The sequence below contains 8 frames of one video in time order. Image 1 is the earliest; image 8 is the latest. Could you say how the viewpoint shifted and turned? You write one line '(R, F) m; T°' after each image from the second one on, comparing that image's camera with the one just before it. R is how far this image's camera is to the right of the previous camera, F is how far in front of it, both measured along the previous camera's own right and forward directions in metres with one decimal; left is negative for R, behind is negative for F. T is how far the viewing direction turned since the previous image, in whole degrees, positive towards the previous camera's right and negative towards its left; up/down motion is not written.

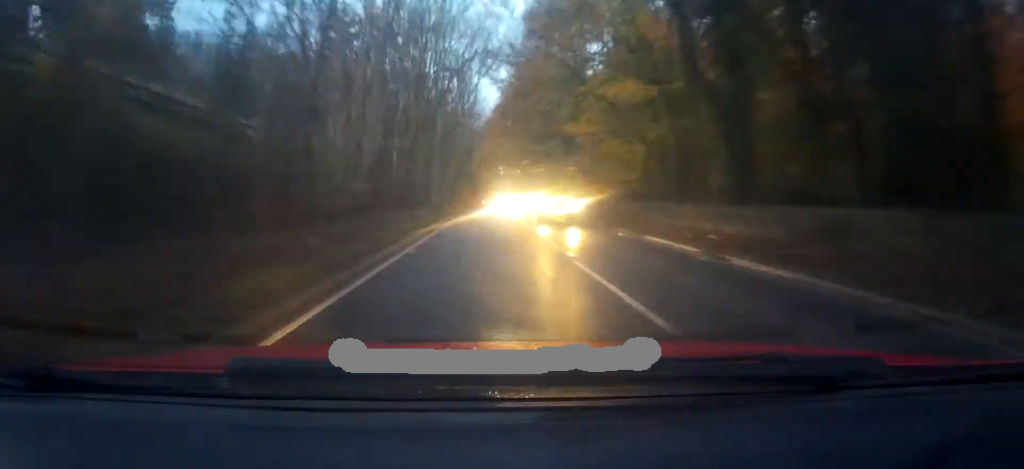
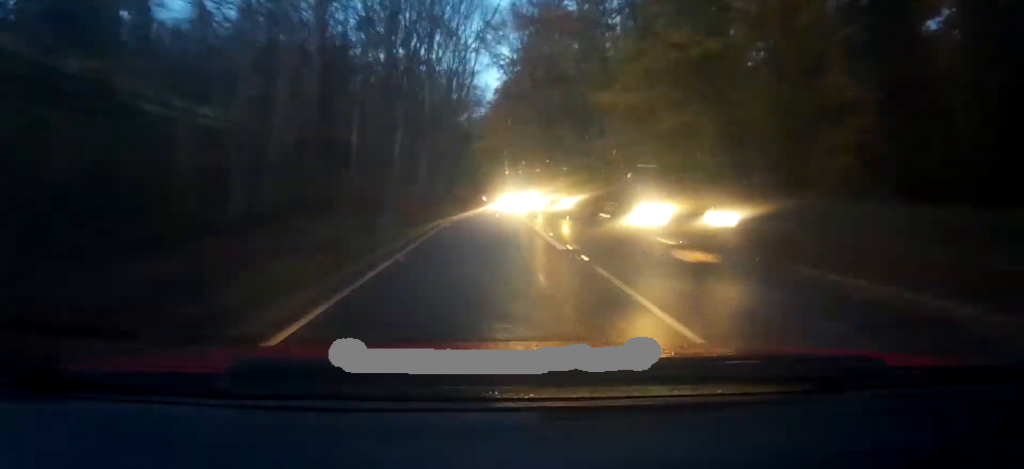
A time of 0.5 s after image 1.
(0.0, +10.0) m; 0°
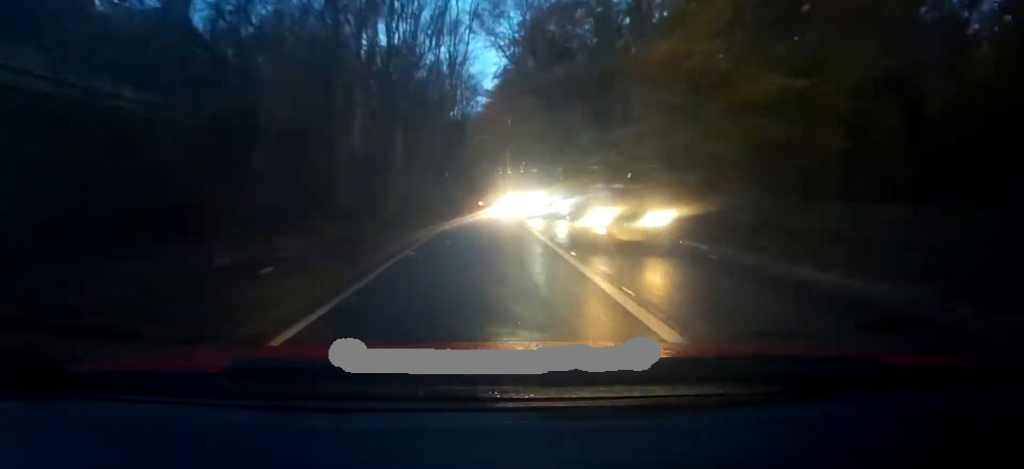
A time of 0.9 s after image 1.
(-0.1, +9.0) m; 0°
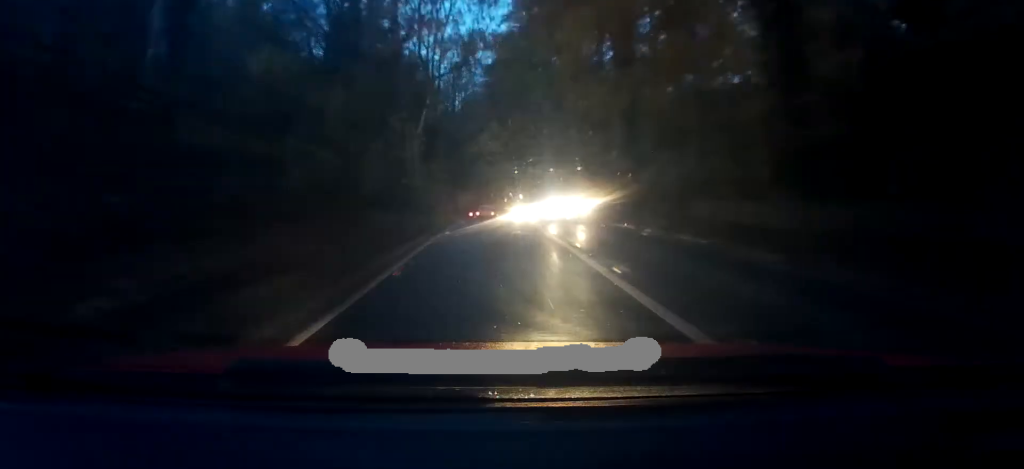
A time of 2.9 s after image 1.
(-0.5, +39.7) m; -1°
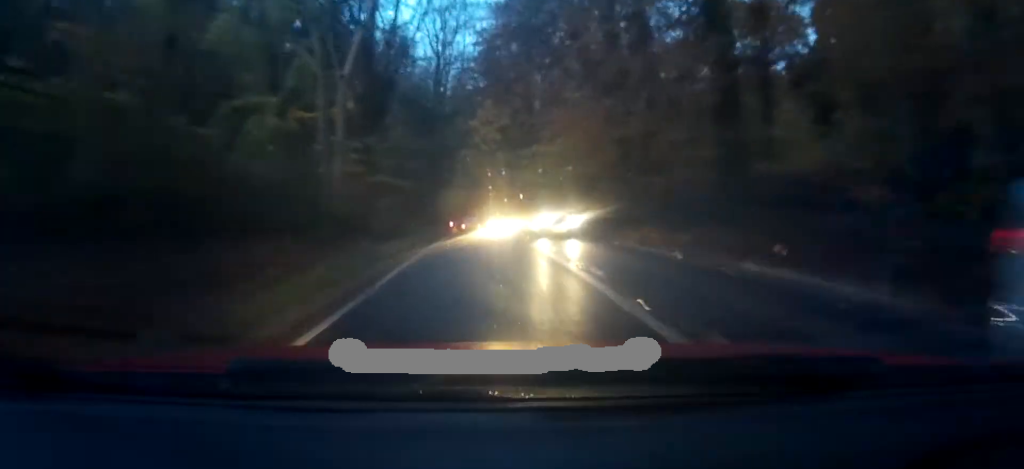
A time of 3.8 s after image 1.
(0.0, +15.8) m; +1°
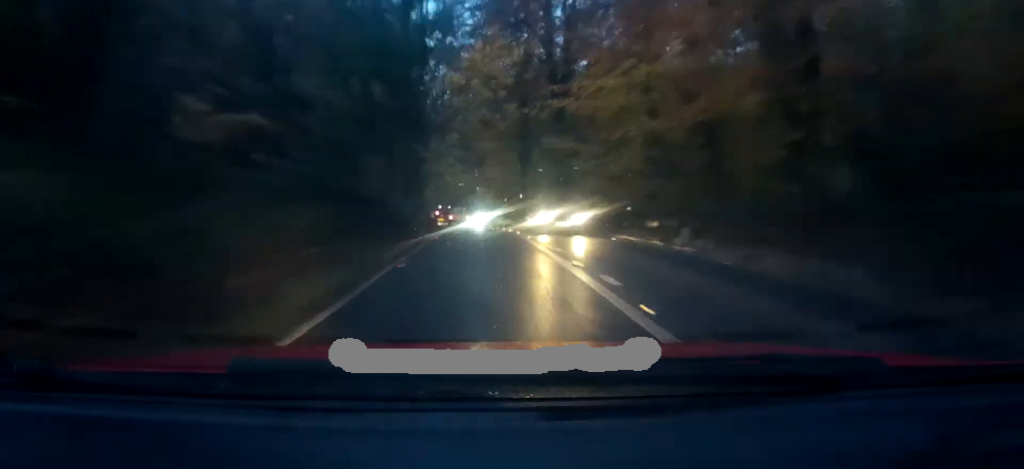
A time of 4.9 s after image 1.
(+0.2, +19.2) m; +1°
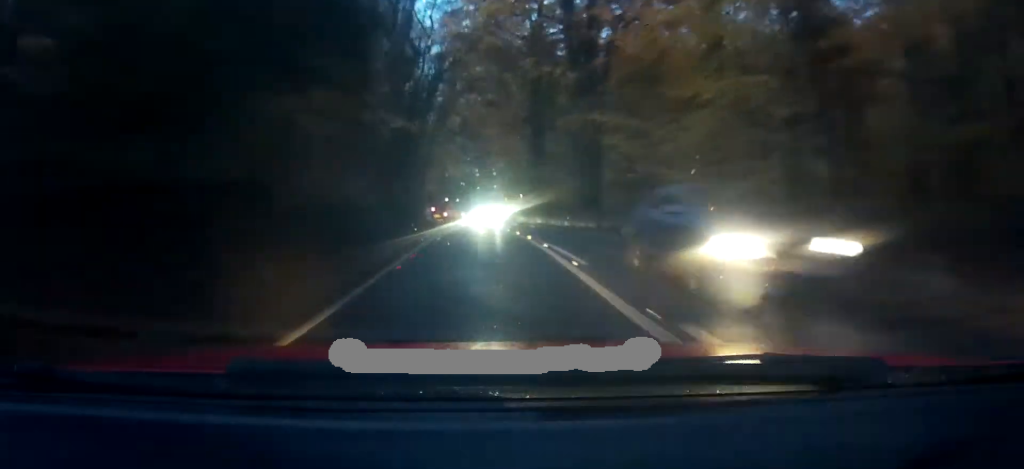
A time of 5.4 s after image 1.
(-0.2, +9.7) m; 0°
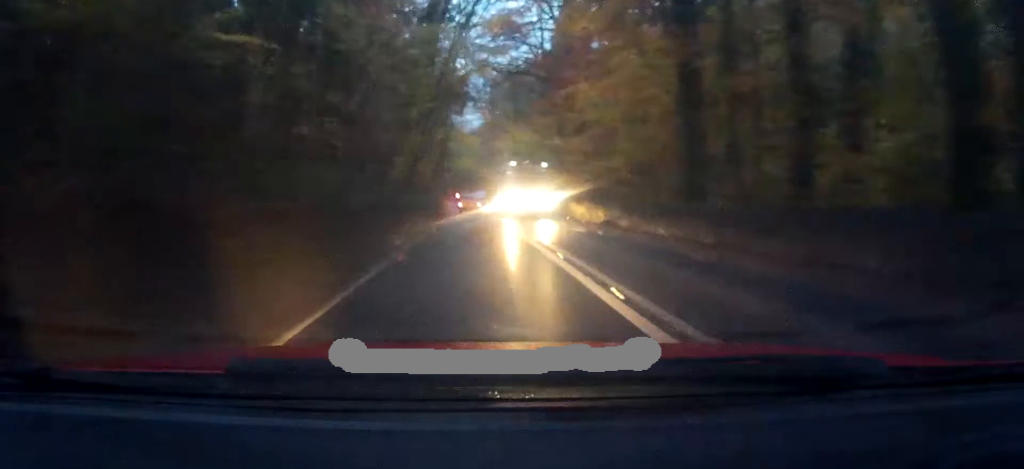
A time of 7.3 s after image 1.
(-1.8, +34.2) m; -6°
